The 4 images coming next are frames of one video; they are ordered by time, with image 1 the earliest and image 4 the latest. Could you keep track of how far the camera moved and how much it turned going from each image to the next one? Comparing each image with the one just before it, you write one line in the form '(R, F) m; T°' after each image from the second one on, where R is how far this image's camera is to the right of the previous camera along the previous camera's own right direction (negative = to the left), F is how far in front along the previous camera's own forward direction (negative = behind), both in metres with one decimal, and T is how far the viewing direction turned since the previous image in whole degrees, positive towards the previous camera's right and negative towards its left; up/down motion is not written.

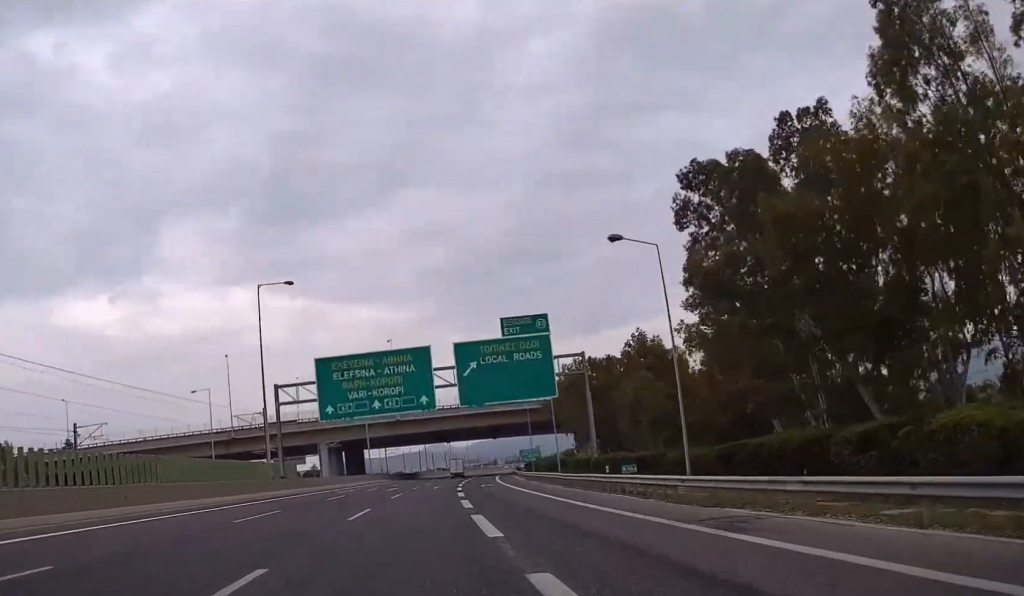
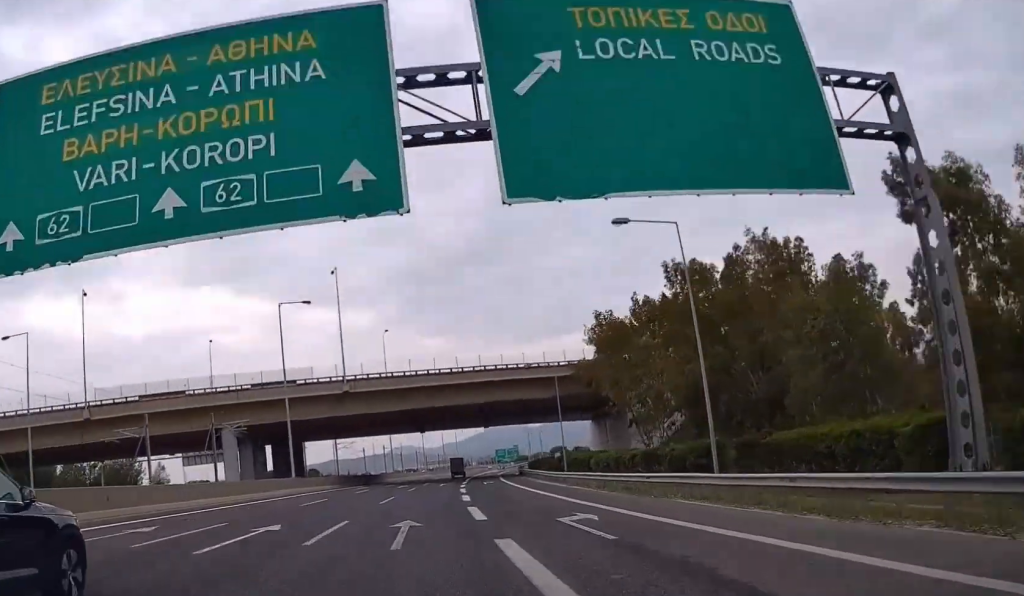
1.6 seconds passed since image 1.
(+0.9, +43.7) m; +2°
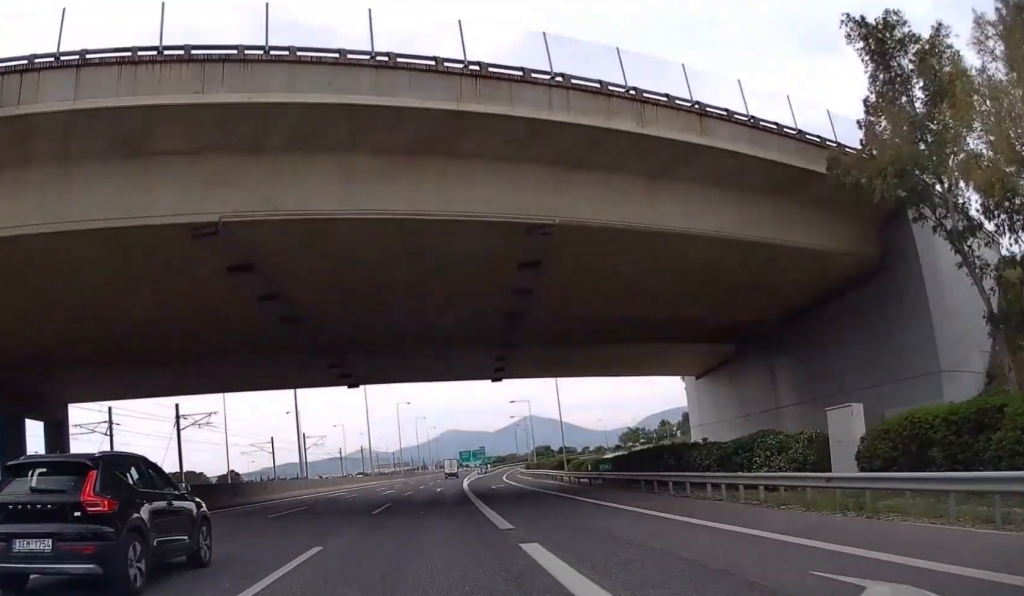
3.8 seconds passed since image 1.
(+1.2, +62.4) m; +2°
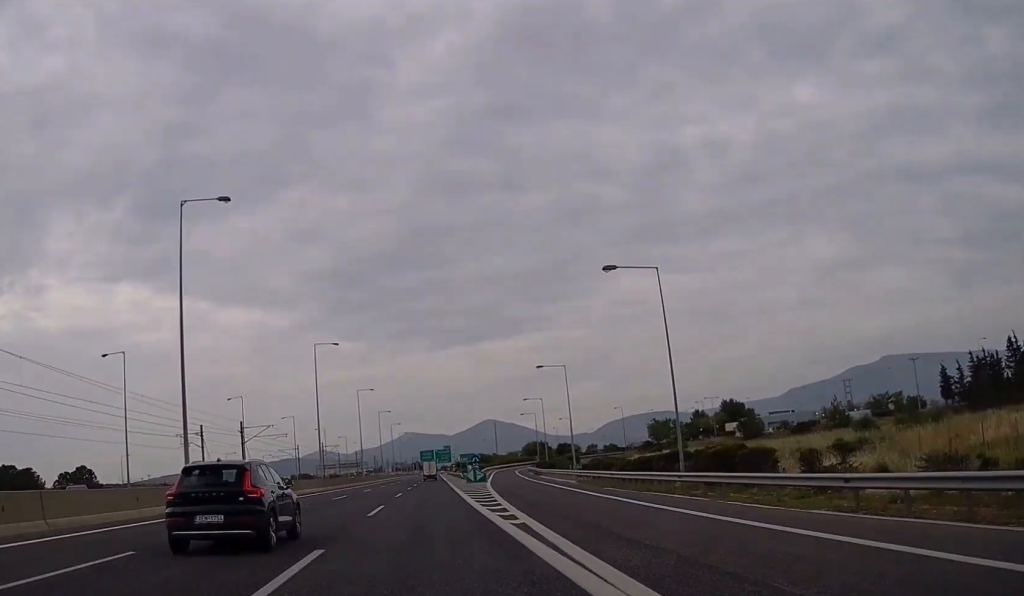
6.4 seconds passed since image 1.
(+3.2, +72.3) m; +4°
